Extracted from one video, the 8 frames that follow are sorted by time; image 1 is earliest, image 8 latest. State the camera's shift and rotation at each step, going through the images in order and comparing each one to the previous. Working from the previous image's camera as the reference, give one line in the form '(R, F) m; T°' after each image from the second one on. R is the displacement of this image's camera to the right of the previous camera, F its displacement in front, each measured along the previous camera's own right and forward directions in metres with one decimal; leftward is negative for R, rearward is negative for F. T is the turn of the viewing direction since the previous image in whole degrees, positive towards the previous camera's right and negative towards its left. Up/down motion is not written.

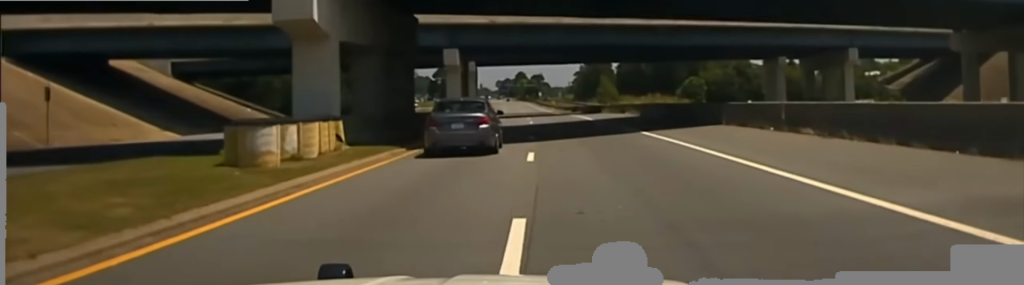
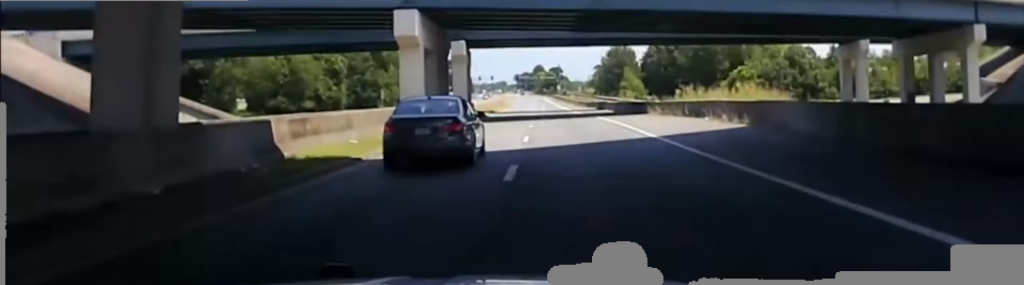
(-0.9, +29.1) m; -2°
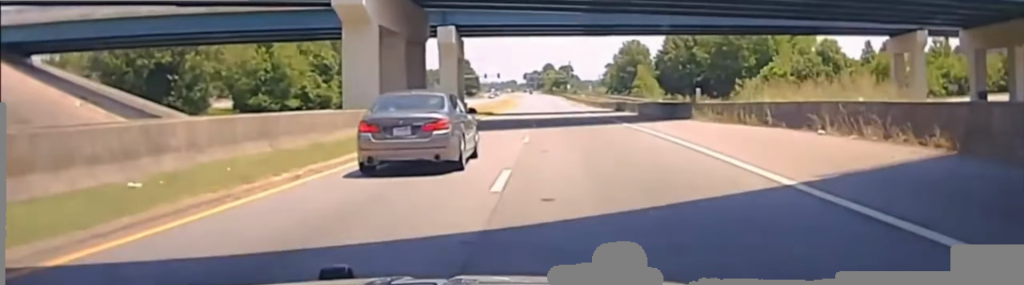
(-0.1, +14.2) m; -1°
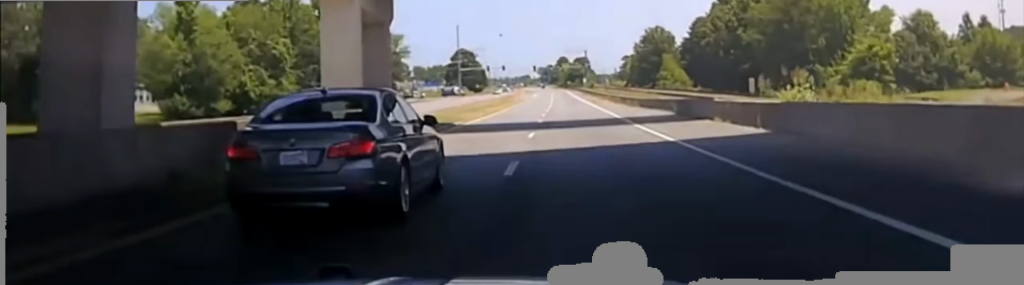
(-0.1, +35.4) m; -1°
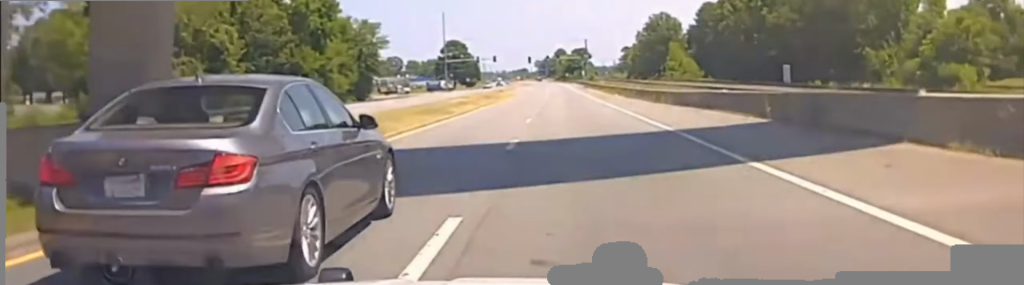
(-0.3, +18.5) m; 0°
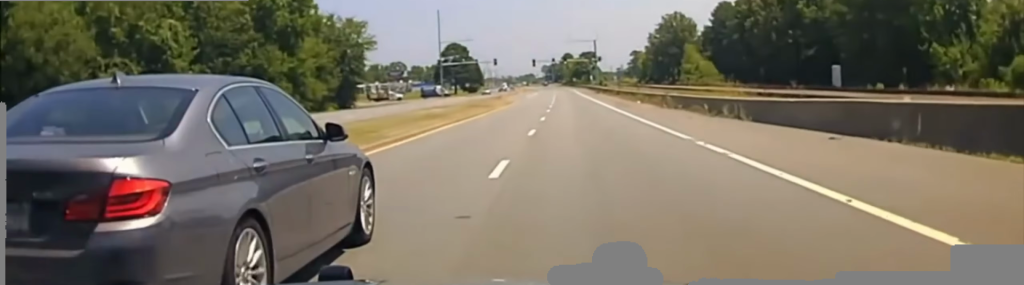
(-0.1, +18.3) m; 0°
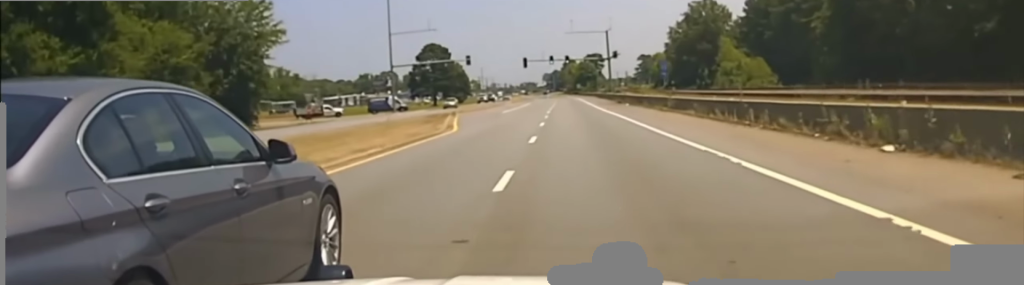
(+0.1, +51.1) m; 0°
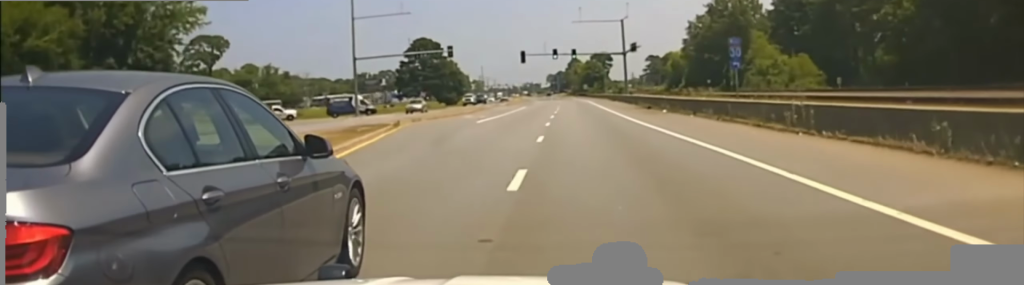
(-0.1, +23.8) m; -1°
